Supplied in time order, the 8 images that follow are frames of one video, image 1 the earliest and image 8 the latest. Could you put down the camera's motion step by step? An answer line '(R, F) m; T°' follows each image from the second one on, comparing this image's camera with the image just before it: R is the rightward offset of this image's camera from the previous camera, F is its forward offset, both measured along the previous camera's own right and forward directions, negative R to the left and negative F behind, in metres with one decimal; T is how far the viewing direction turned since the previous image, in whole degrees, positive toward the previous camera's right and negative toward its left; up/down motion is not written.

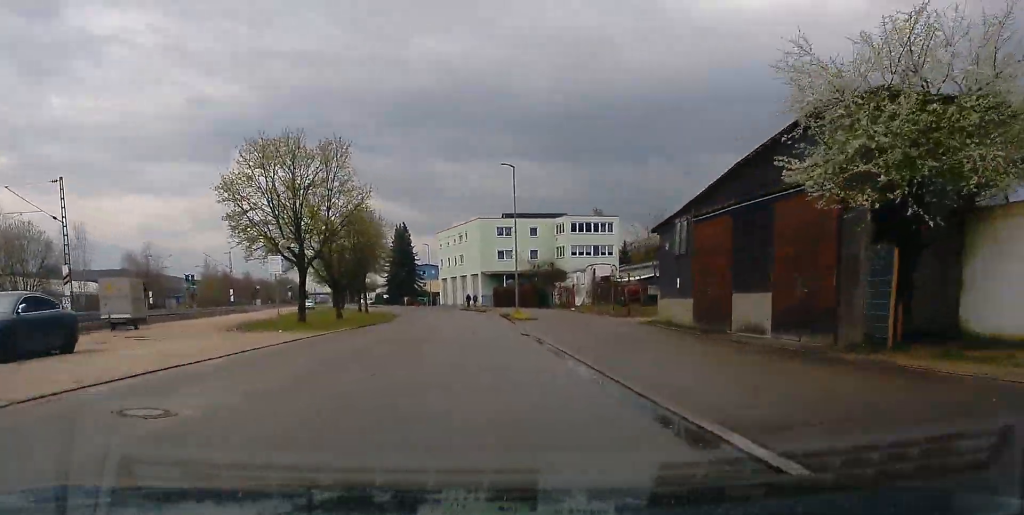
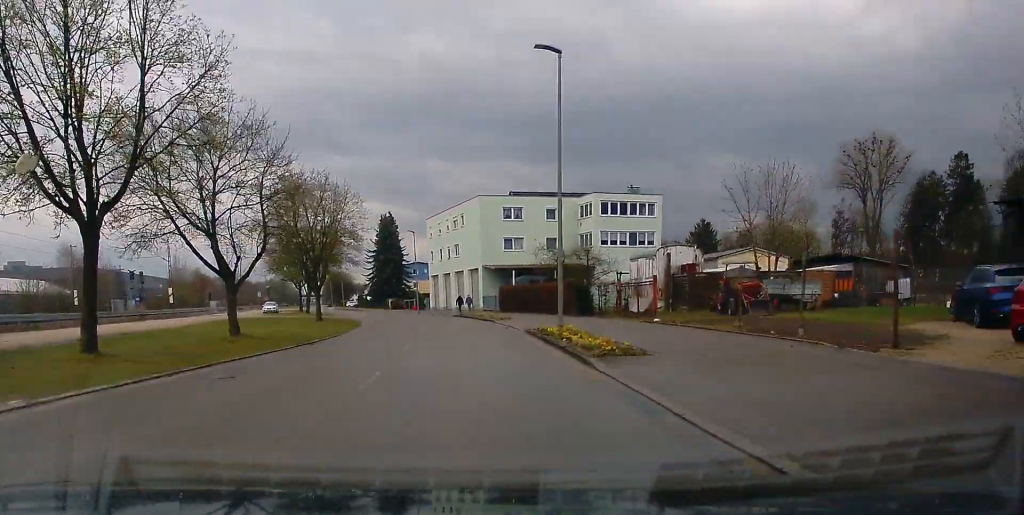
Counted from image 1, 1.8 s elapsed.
(+0.3, +22.5) m; 0°
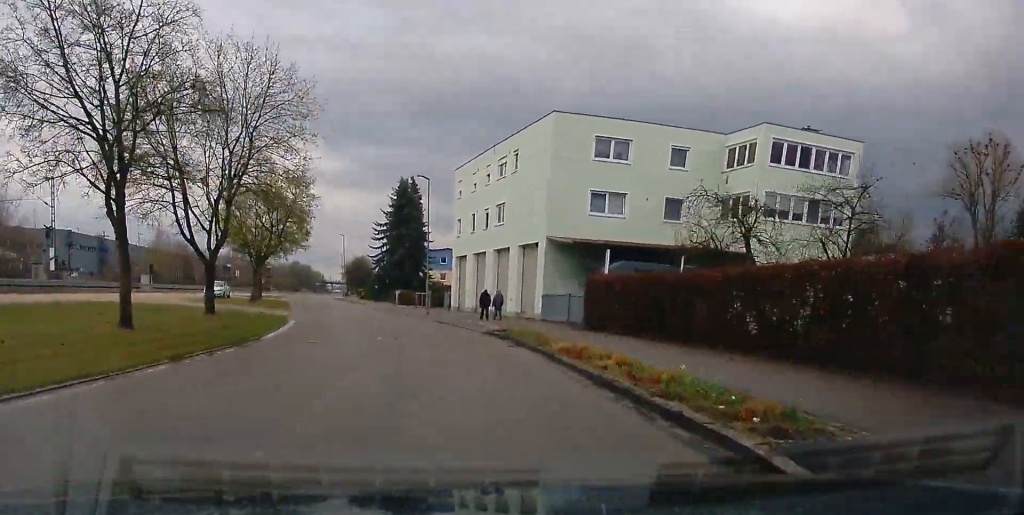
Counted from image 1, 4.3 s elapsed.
(-0.5, +33.7) m; -3°
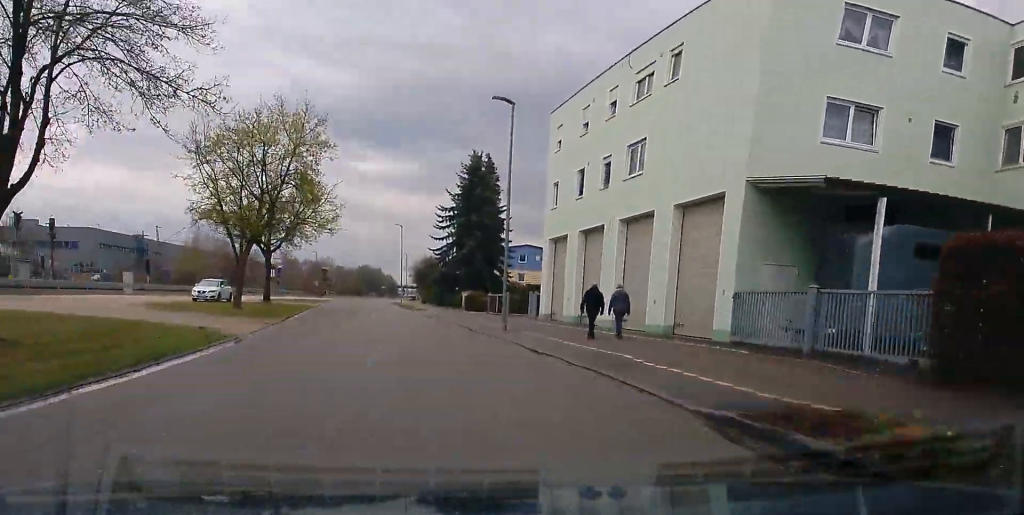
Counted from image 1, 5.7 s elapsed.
(-0.2, +20.3) m; -3°
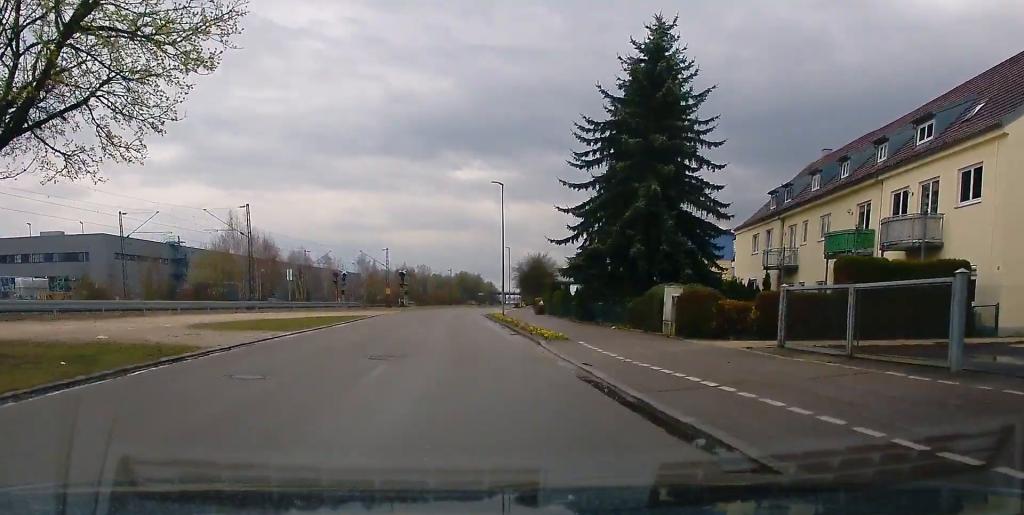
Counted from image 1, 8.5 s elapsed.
(-1.9, +38.3) m; -4°
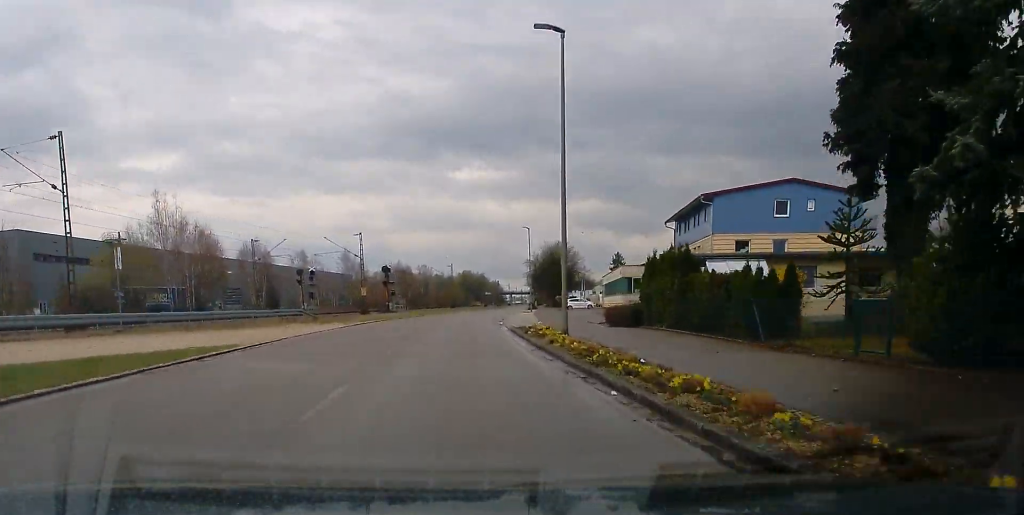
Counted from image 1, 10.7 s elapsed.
(-0.6, +31.1) m; -2°
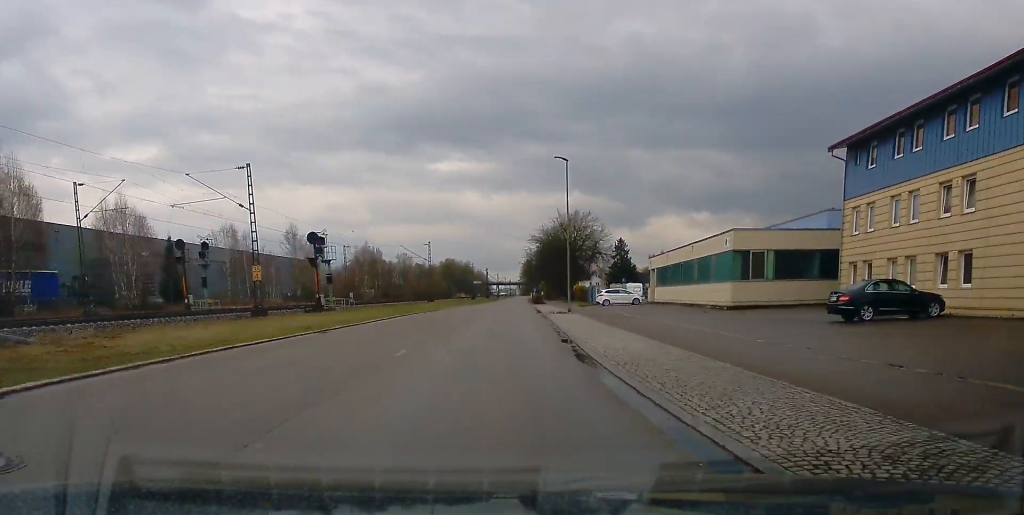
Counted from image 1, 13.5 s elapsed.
(0.0, +39.3) m; +2°
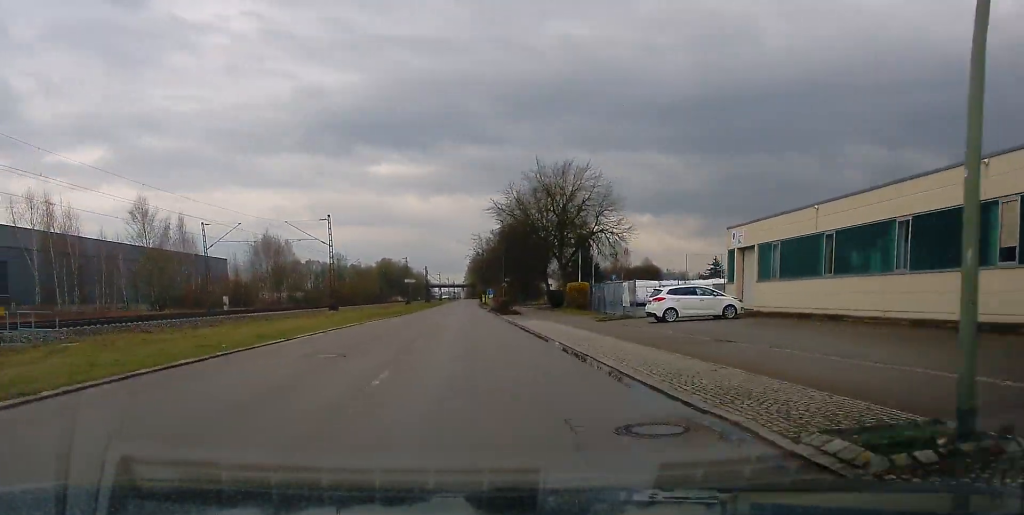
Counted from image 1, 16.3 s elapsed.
(+1.3, +40.5) m; +2°
